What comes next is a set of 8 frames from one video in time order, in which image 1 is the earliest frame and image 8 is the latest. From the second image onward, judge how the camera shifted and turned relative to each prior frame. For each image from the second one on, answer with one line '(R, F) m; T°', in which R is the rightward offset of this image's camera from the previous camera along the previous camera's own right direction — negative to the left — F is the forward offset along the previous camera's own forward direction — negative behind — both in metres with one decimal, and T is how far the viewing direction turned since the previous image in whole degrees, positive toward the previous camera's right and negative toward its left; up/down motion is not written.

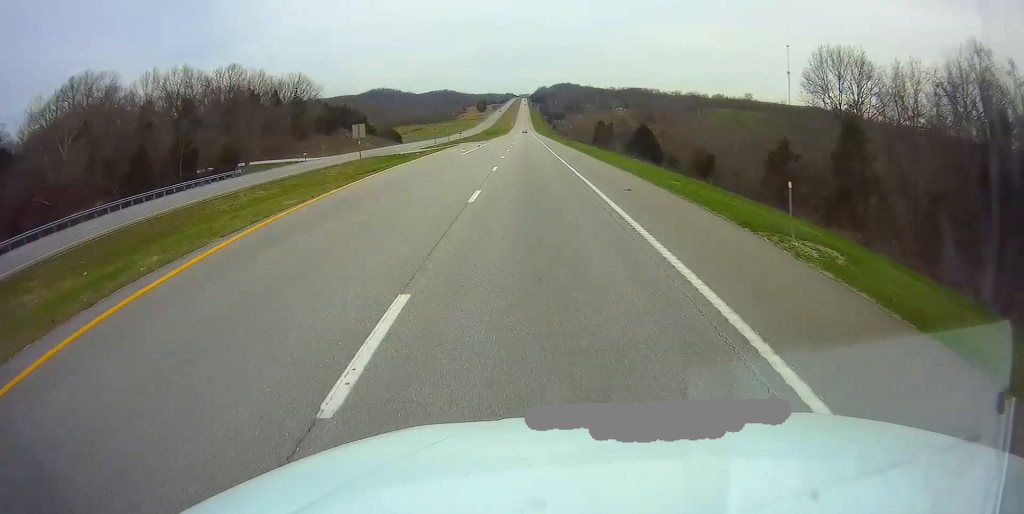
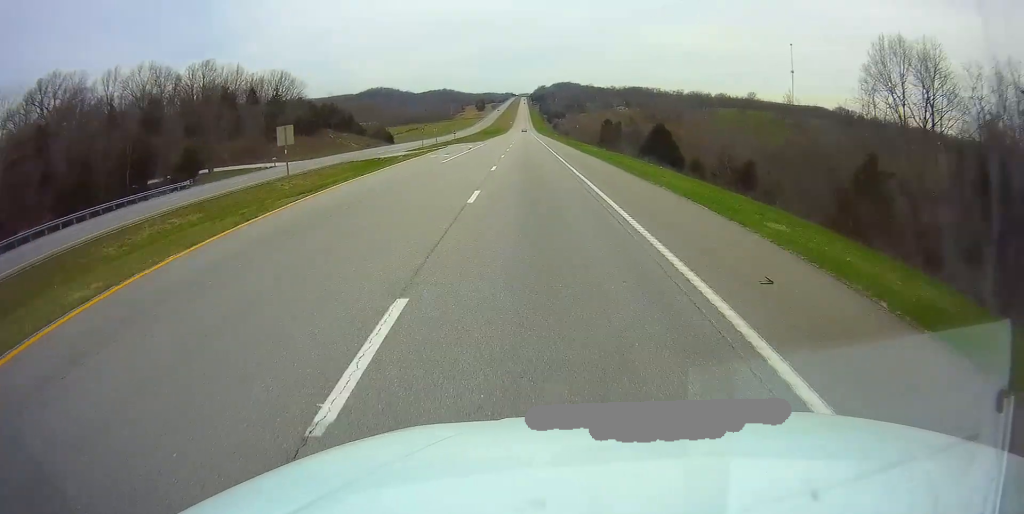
(0.0, +12.5) m; 0°
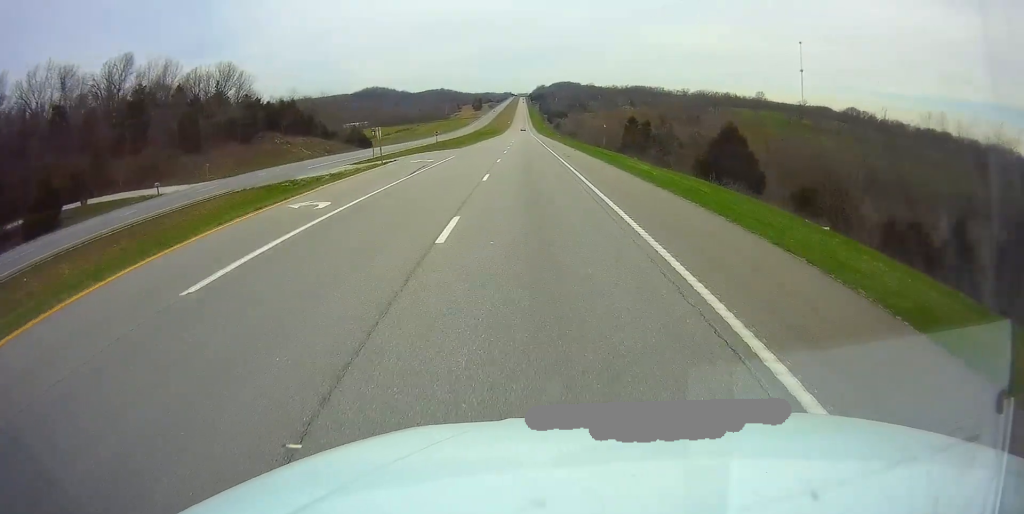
(0.0, +30.2) m; 0°
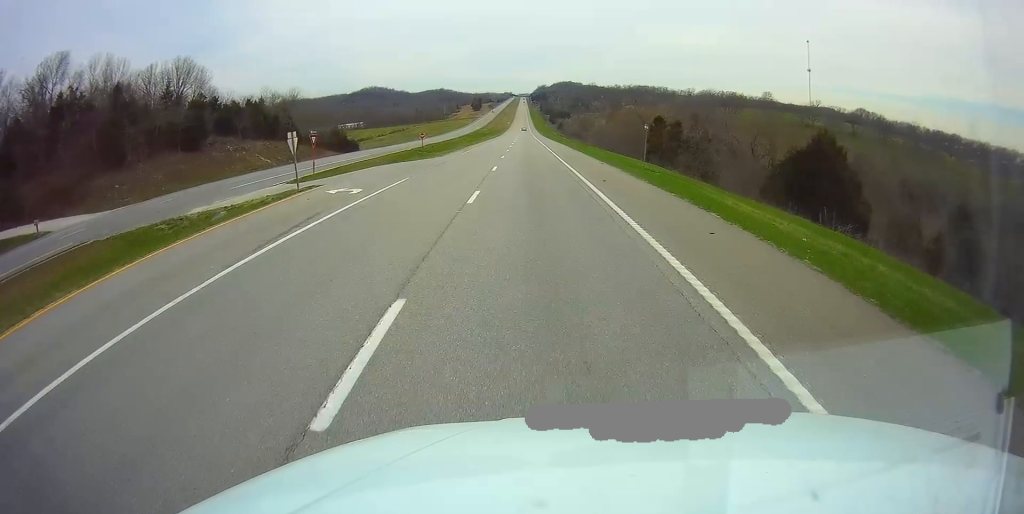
(0.0, +18.7) m; 0°
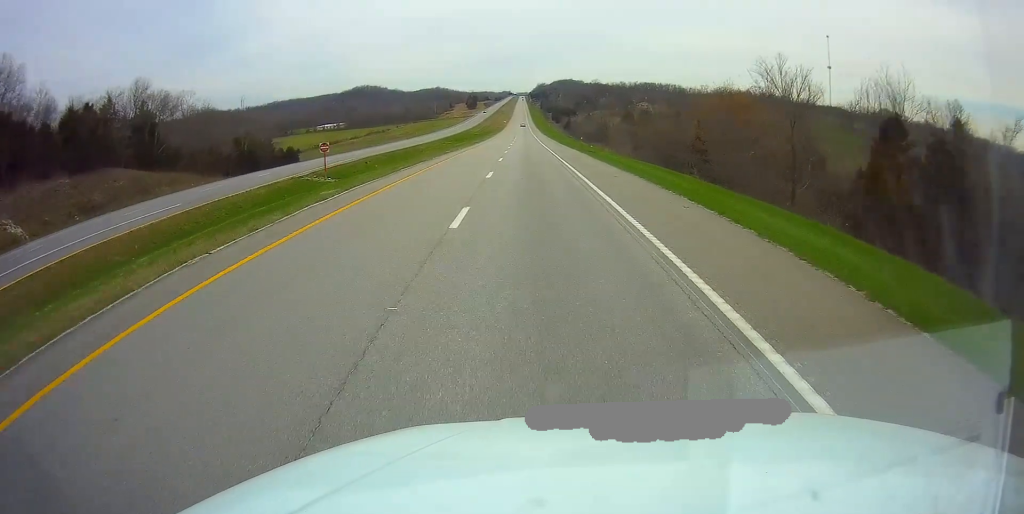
(+0.1, +52.9) m; 0°
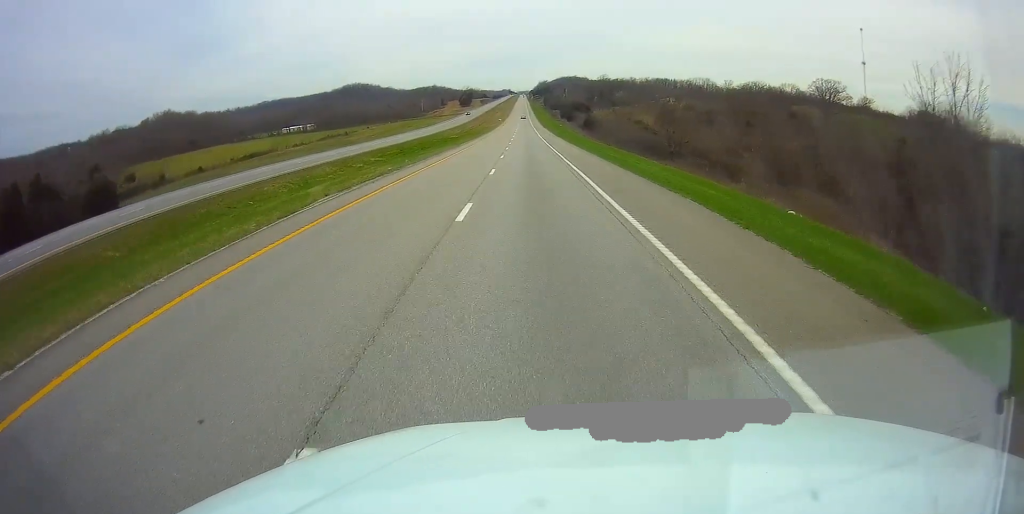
(-0.4, +72.7) m; 0°
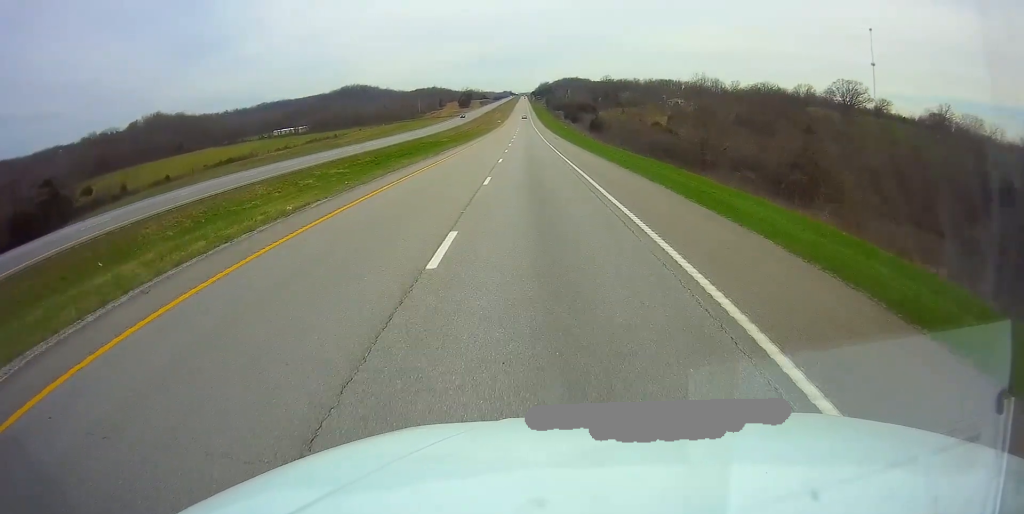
(+0.1, +16.6) m; 0°
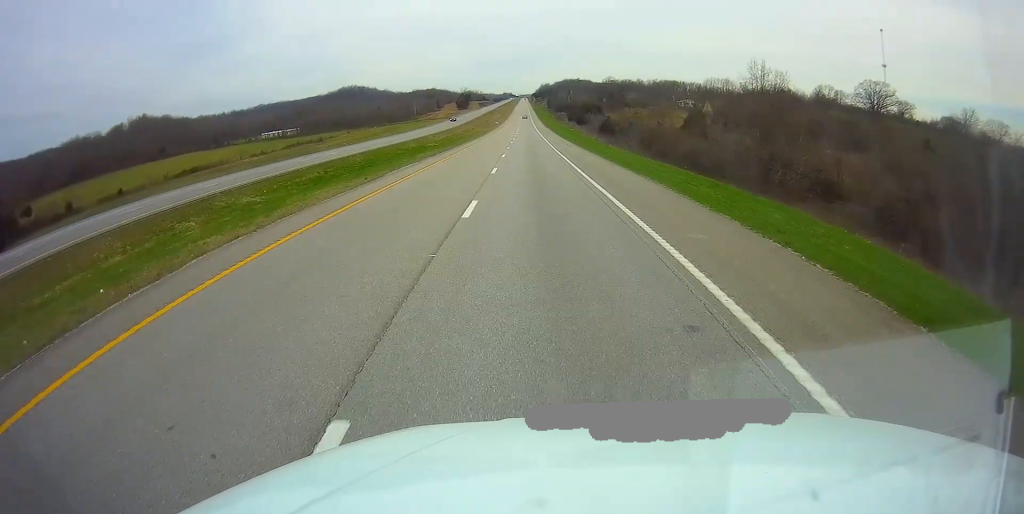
(-0.1, +19.7) m; 0°
